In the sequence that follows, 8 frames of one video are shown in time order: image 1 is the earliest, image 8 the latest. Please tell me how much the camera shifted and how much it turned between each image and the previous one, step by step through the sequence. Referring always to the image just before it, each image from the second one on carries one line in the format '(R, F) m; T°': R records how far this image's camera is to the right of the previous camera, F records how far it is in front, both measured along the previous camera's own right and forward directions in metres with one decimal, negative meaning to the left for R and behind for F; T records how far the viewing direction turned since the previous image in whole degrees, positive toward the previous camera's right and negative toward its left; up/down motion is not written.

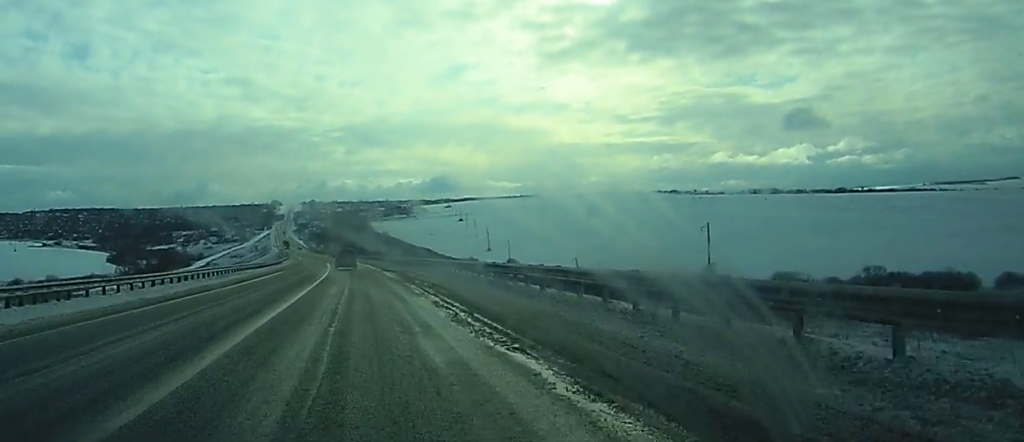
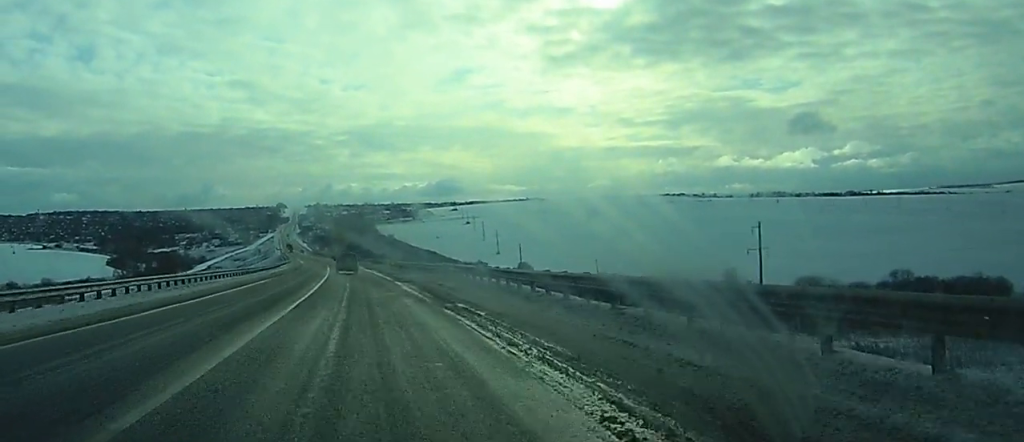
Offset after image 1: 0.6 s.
(0.0, +14.9) m; 0°
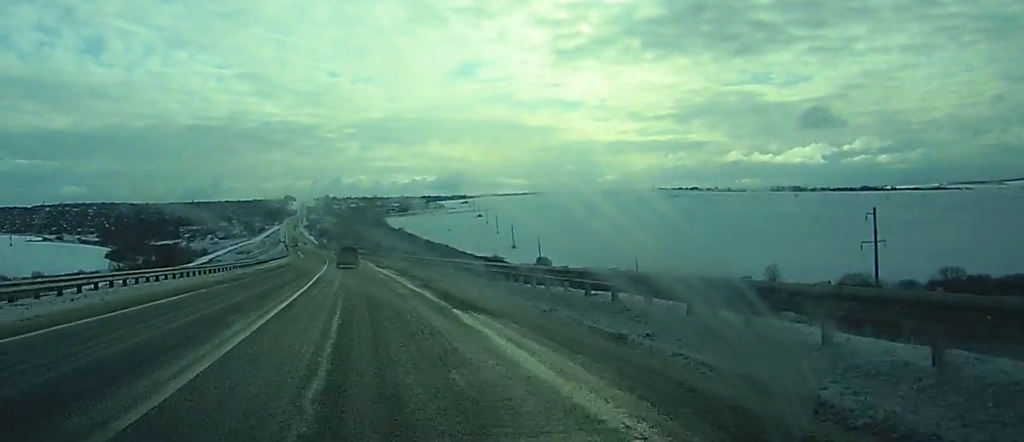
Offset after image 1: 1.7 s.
(-0.2, +24.2) m; -1°
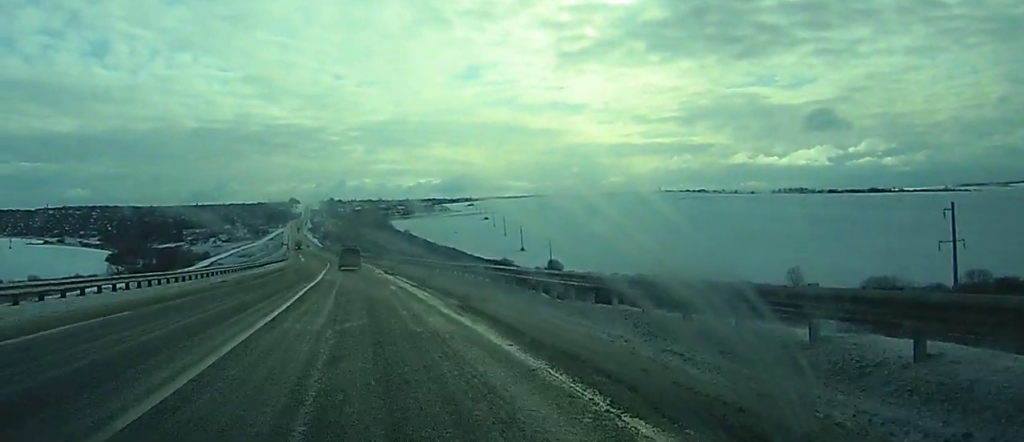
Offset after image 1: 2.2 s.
(0.0, +11.7) m; 0°
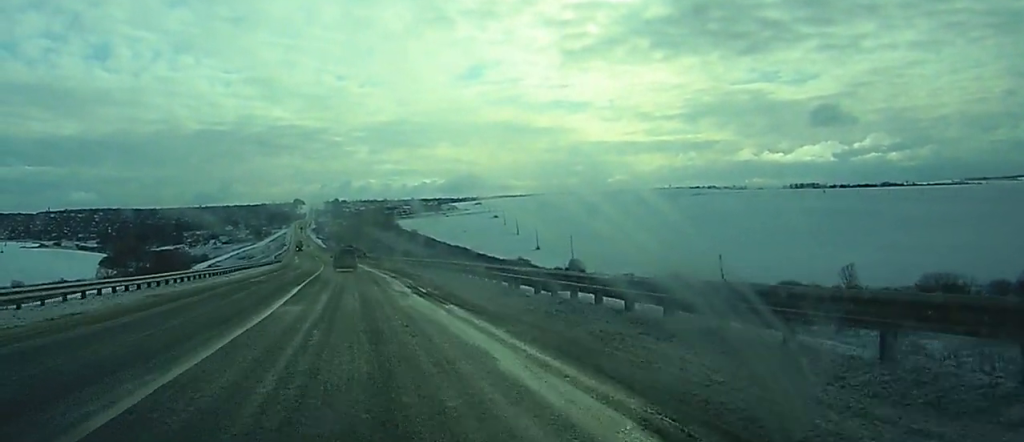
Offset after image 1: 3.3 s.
(-0.1, +27.4) m; -1°
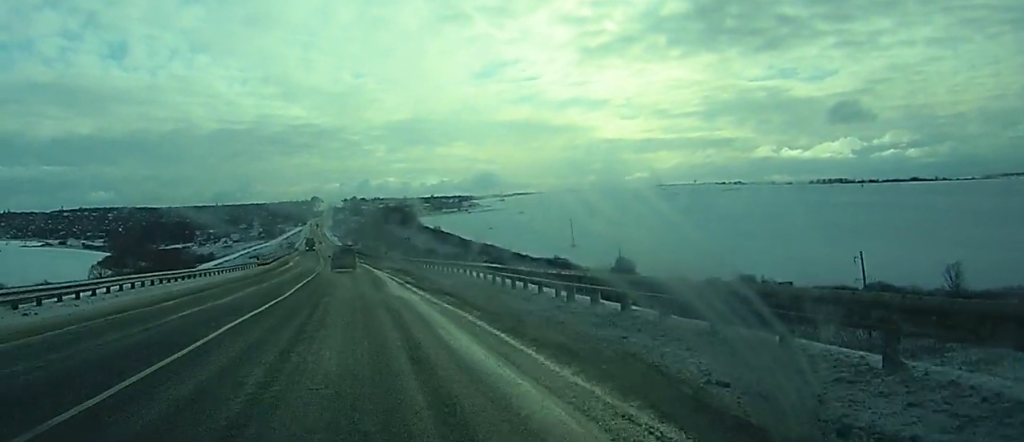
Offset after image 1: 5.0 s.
(-0.2, +38.6) m; 0°
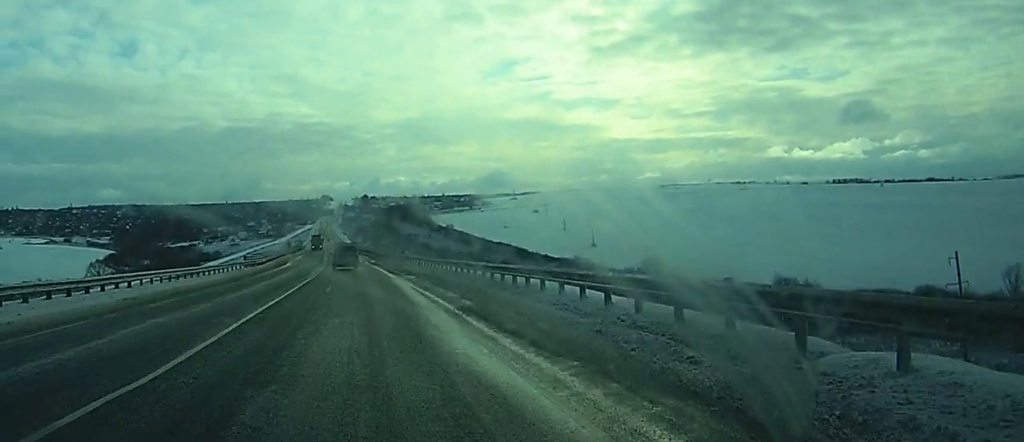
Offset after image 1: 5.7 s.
(-0.1, +17.4) m; 0°
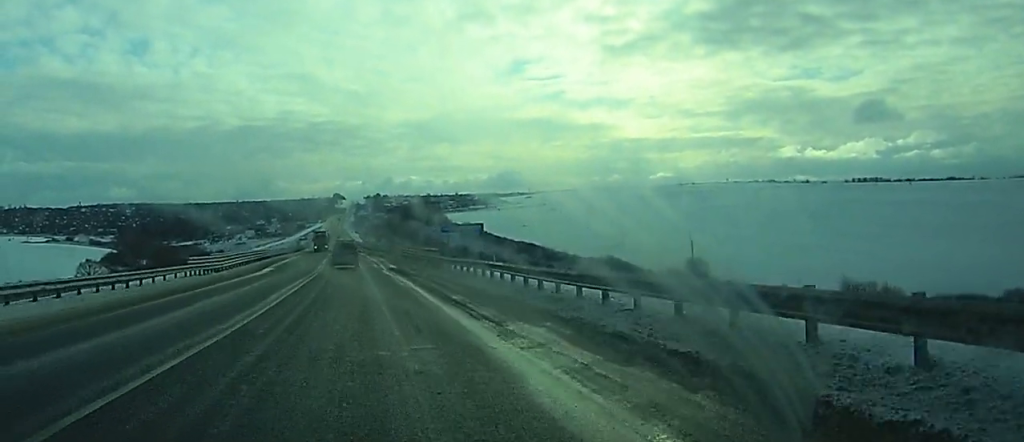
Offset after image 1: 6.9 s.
(-0.2, +28.3) m; 0°
